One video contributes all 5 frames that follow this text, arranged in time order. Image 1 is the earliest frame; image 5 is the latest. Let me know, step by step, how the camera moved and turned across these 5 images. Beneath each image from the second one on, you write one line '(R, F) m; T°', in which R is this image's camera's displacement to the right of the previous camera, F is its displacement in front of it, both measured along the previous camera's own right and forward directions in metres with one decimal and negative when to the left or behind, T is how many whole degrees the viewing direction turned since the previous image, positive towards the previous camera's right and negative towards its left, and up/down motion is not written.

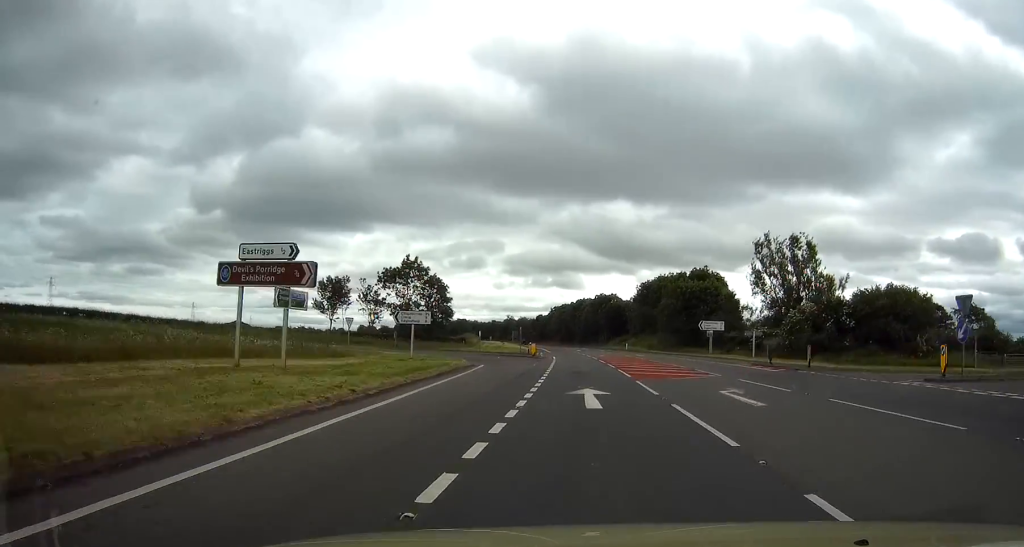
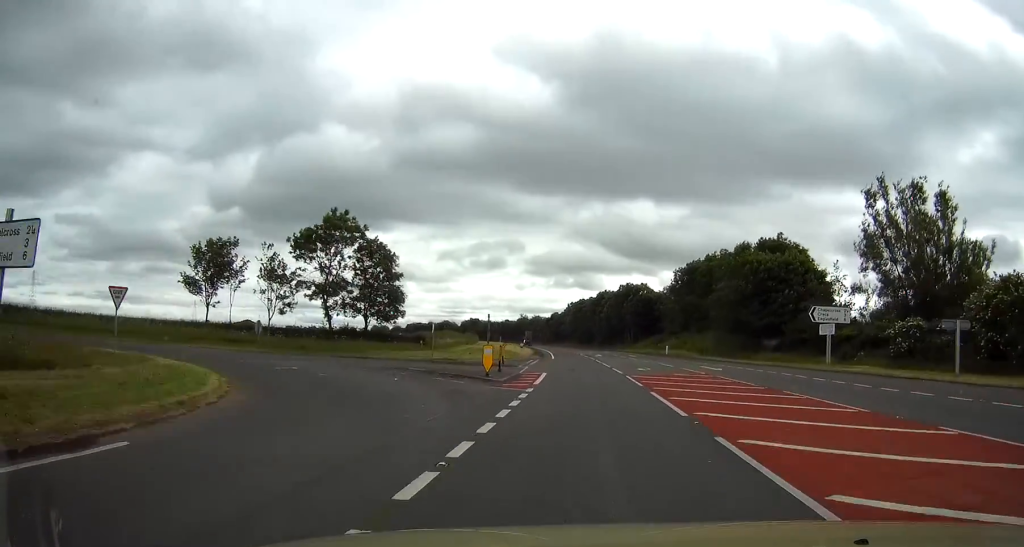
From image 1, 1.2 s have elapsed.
(-0.5, +32.8) m; -2°
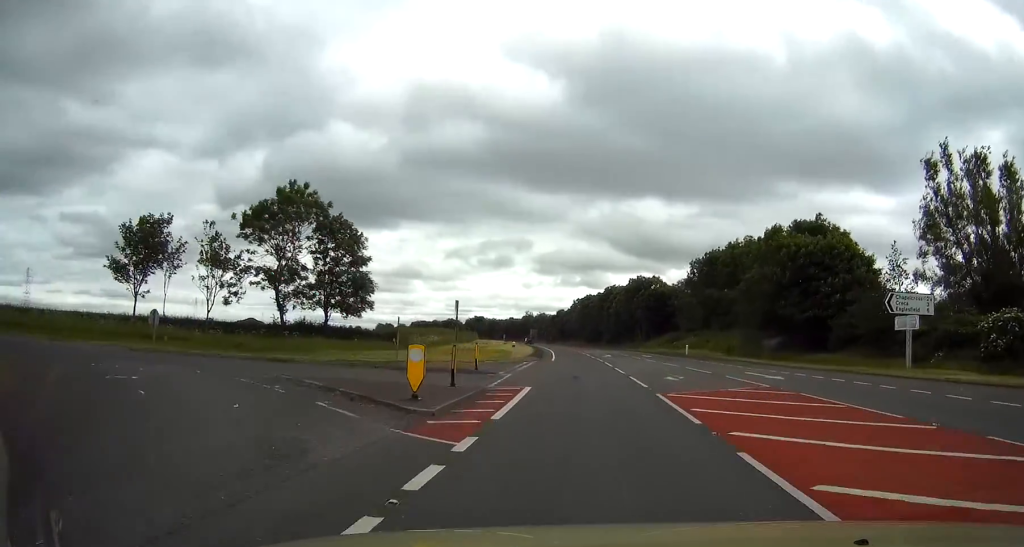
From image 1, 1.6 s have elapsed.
(-0.1, +10.6) m; -1°
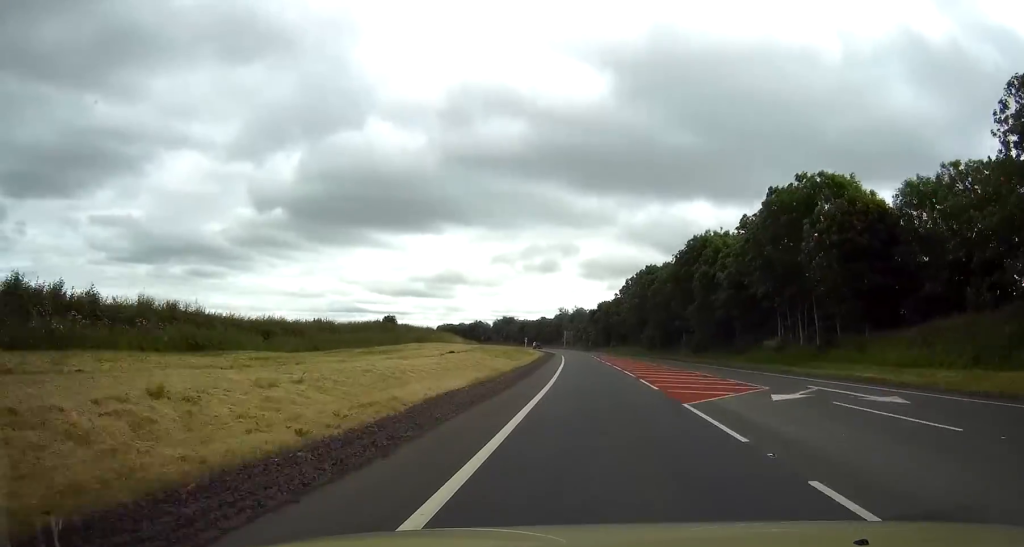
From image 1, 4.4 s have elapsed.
(-3.0, +73.3) m; -4°
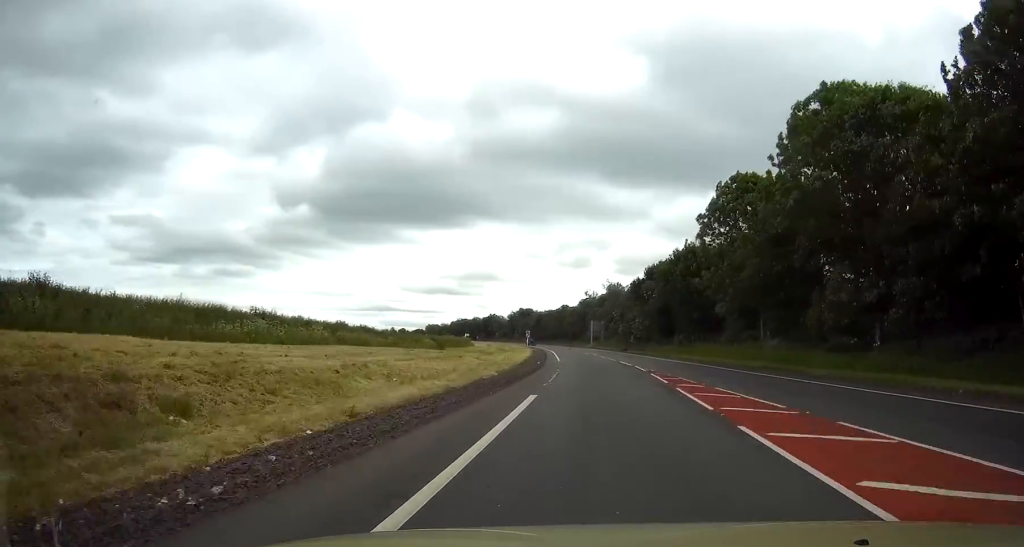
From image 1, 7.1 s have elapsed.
(-0.7, +69.9) m; -2°
